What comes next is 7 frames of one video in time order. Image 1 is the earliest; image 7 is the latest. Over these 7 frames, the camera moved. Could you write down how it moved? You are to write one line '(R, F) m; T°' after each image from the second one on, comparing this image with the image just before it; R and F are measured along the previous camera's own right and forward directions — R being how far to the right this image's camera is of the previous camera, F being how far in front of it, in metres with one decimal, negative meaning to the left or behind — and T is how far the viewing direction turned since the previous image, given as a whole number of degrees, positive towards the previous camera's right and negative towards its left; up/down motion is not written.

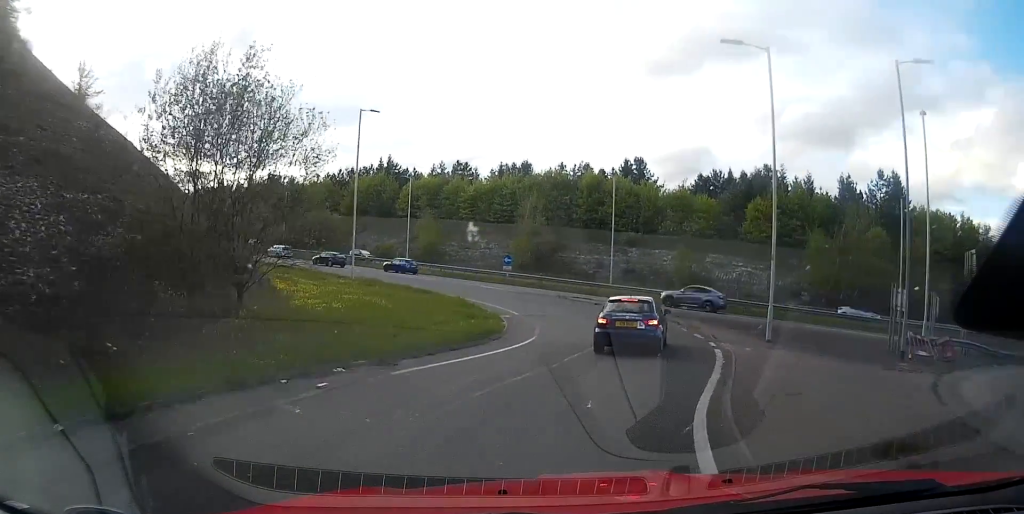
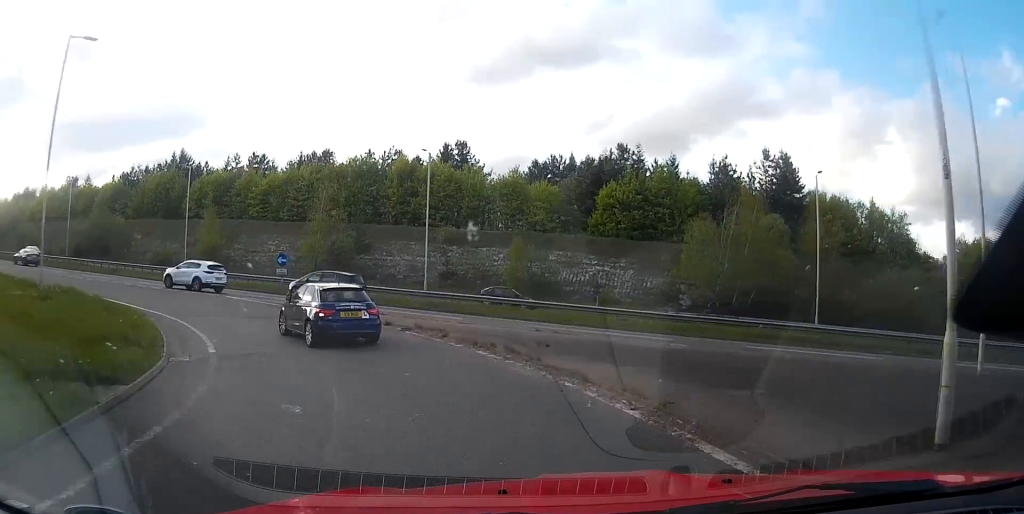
(+3.6, +16.2) m; +11°
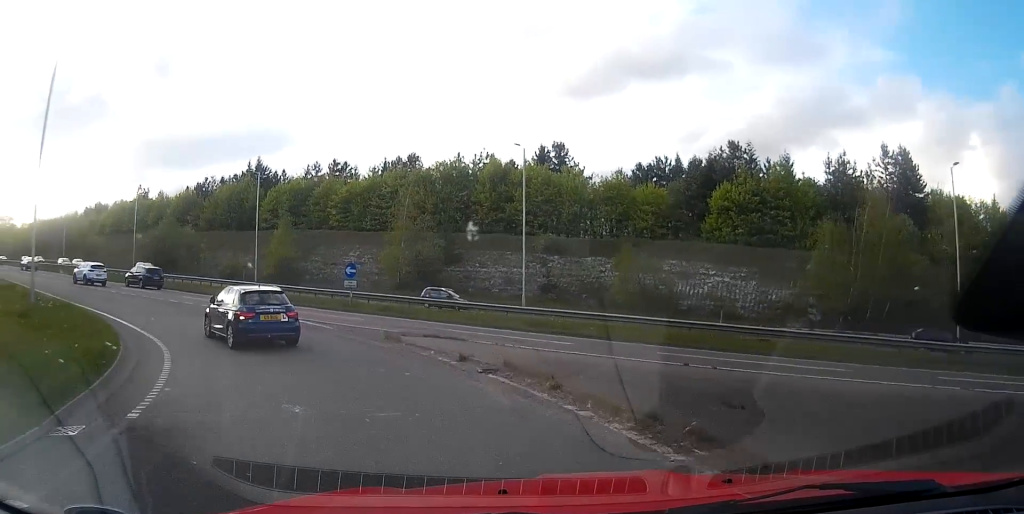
(-0.4, +6.8) m; -7°
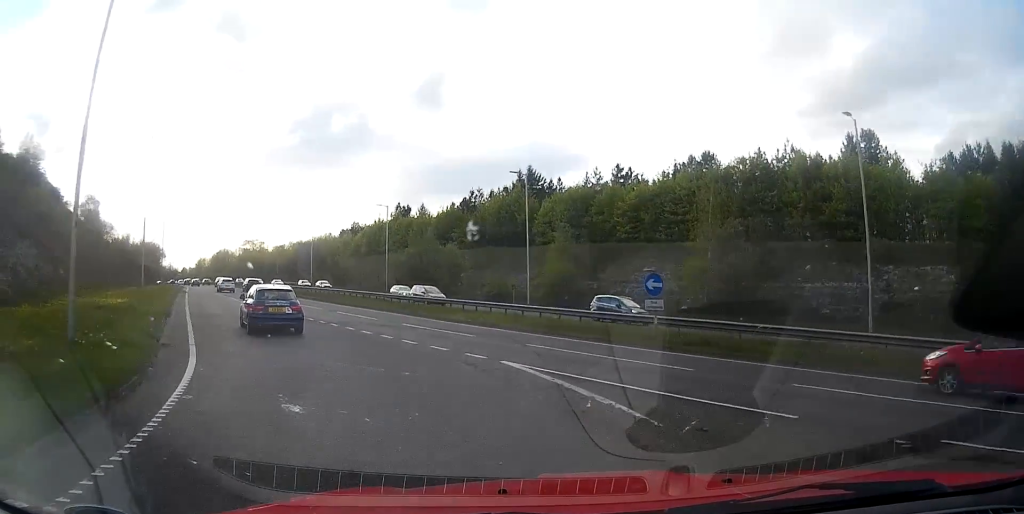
(-1.6, +11.3) m; -22°
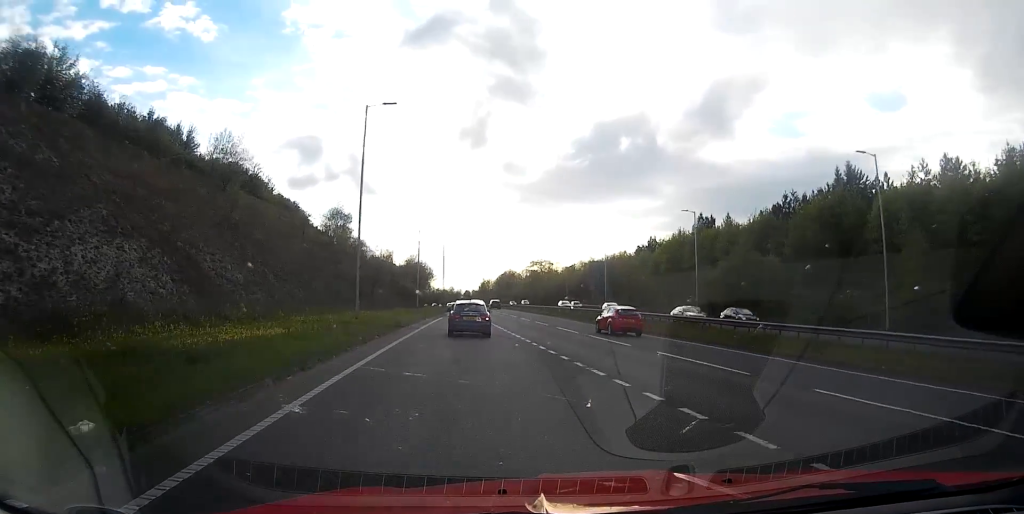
(-3.4, +12.7) m; -20°
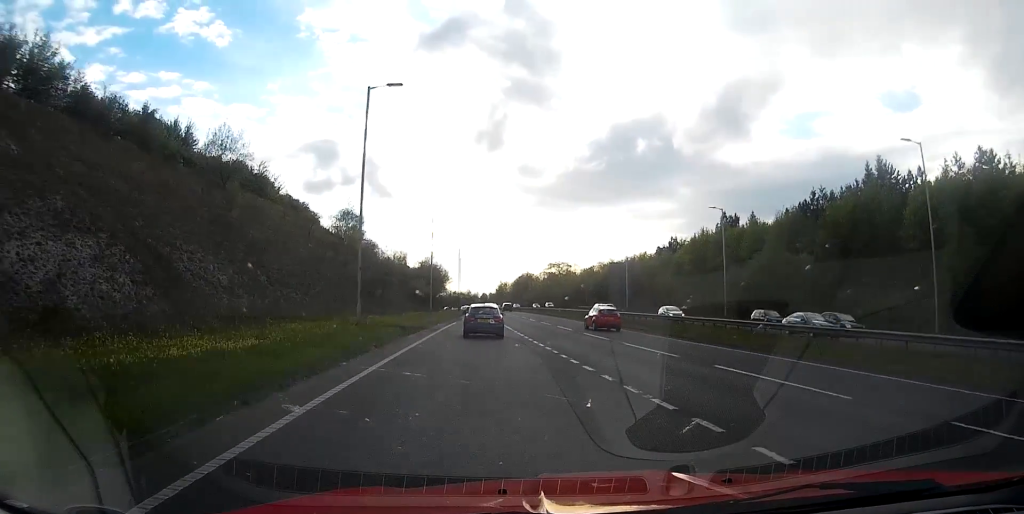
(-0.1, +3.5) m; -2°
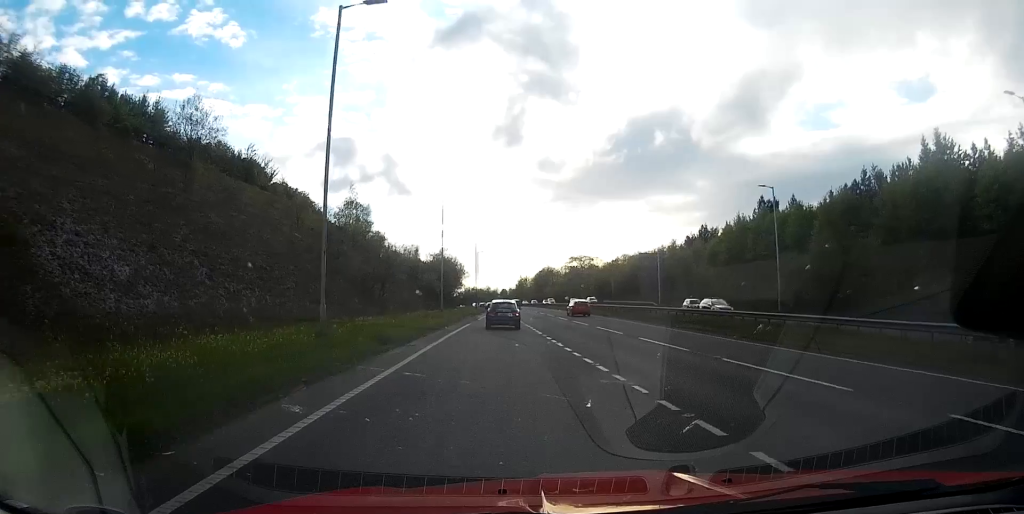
(0.0, +8.8) m; -5°
